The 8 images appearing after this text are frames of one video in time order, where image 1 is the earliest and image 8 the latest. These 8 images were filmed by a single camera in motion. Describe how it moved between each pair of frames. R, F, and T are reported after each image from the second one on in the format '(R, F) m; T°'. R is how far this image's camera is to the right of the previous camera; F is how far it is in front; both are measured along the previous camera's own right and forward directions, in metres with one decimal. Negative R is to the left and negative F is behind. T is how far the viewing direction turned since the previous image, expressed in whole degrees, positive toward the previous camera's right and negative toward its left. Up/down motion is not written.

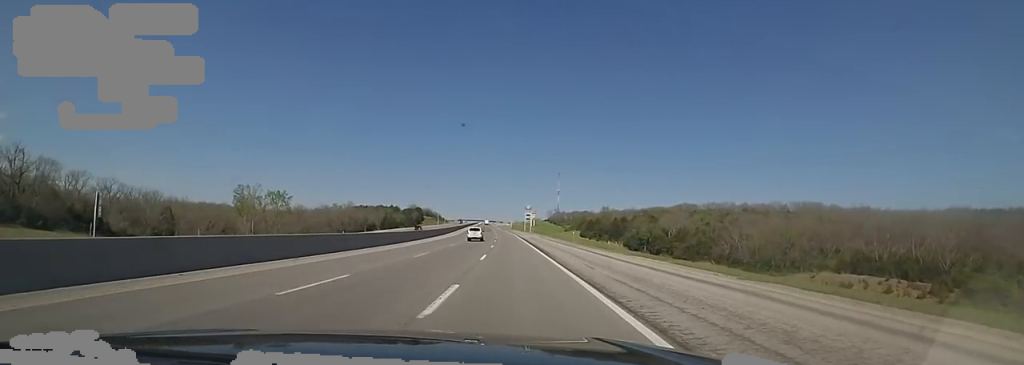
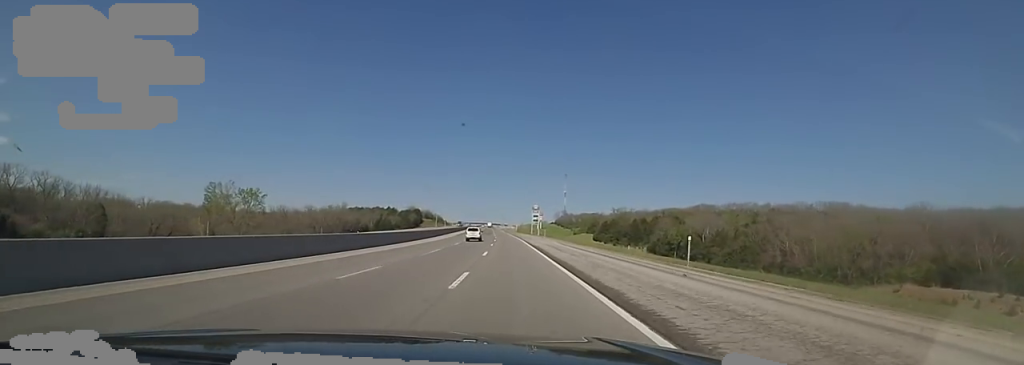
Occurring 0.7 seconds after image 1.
(-0.7, +26.9) m; -2°
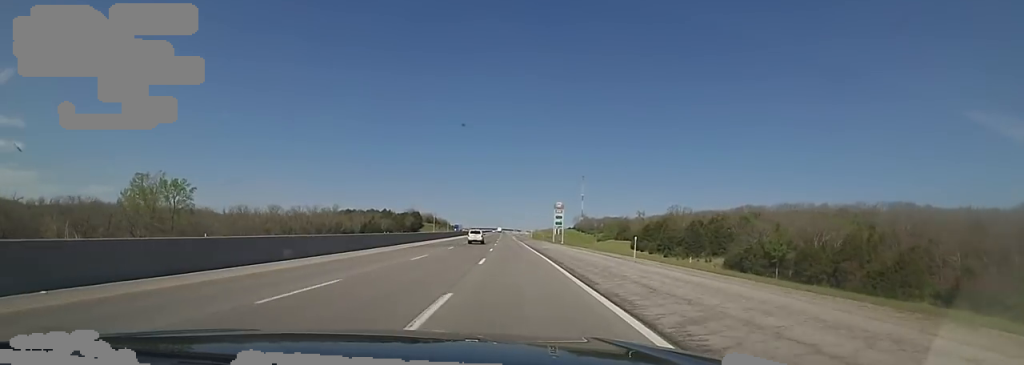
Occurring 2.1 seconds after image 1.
(-0.7, +51.0) m; +1°
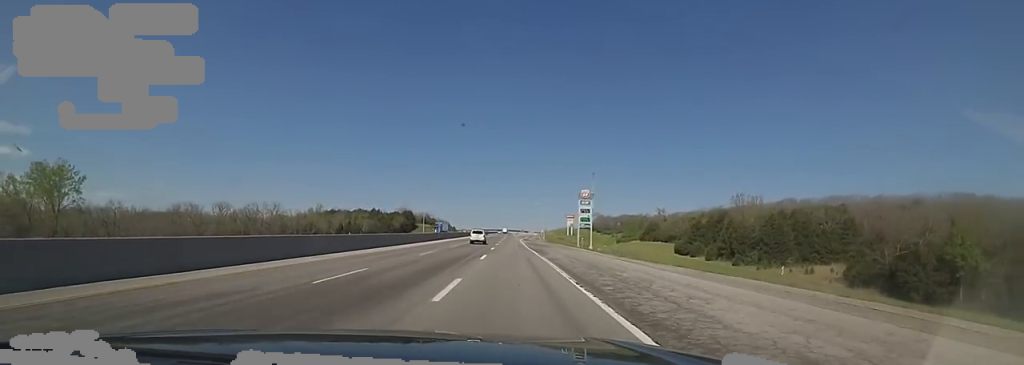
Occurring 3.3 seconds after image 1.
(+0.3, +42.1) m; -2°
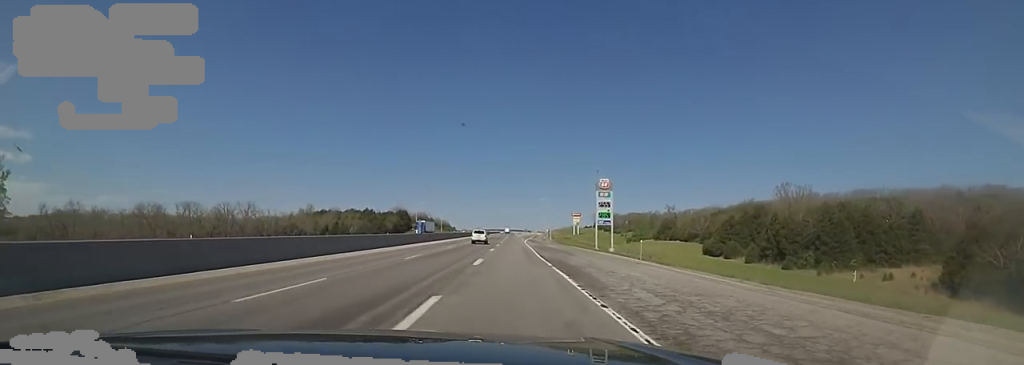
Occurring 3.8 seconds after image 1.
(-0.8, +19.2) m; -1°
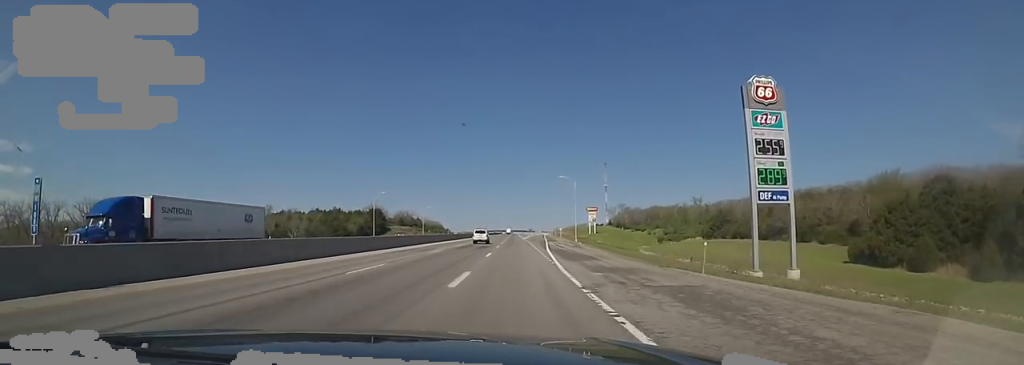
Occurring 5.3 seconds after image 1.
(-1.1, +54.2) m; -1°
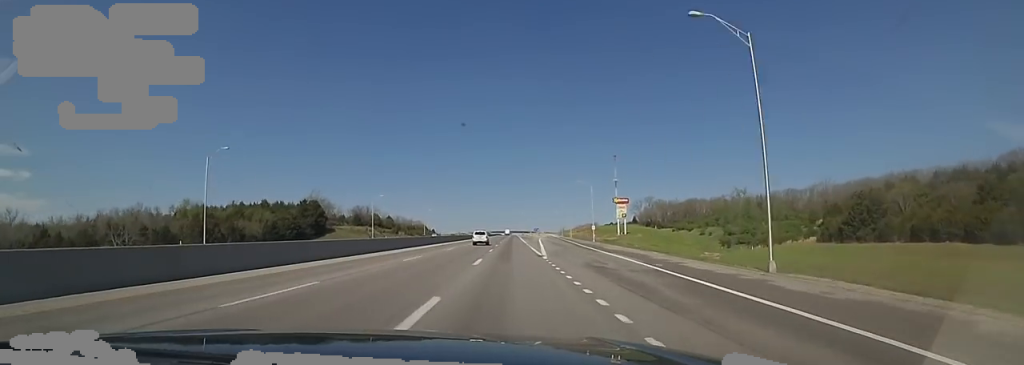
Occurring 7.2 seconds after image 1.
(0.0, +68.3) m; +2°
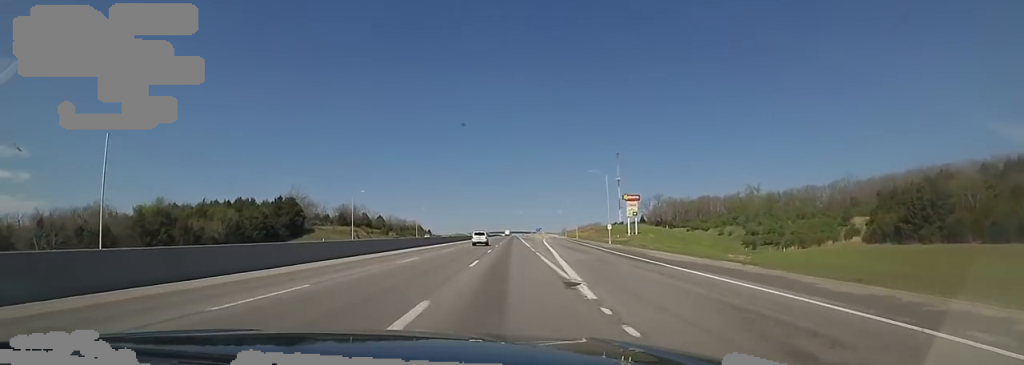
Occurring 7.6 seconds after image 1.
(+0.4, +15.9) m; 0°
